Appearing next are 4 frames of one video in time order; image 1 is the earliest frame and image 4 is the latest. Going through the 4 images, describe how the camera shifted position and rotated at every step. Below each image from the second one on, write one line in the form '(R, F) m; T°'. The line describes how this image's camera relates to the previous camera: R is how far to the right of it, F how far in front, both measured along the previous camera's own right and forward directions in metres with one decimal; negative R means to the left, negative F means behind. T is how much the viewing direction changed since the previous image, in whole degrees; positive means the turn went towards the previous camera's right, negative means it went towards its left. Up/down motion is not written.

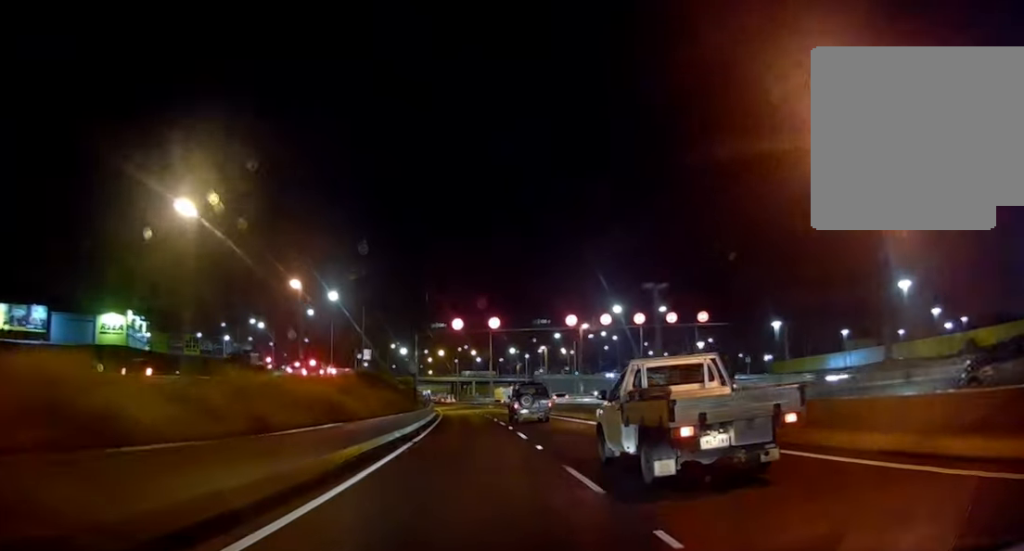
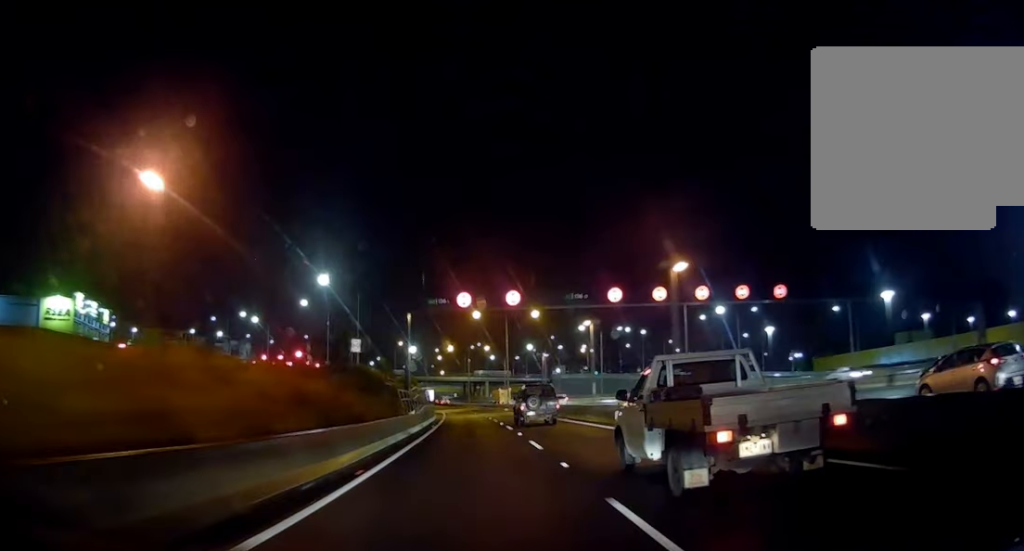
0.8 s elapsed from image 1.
(+0.1, +16.8) m; 0°
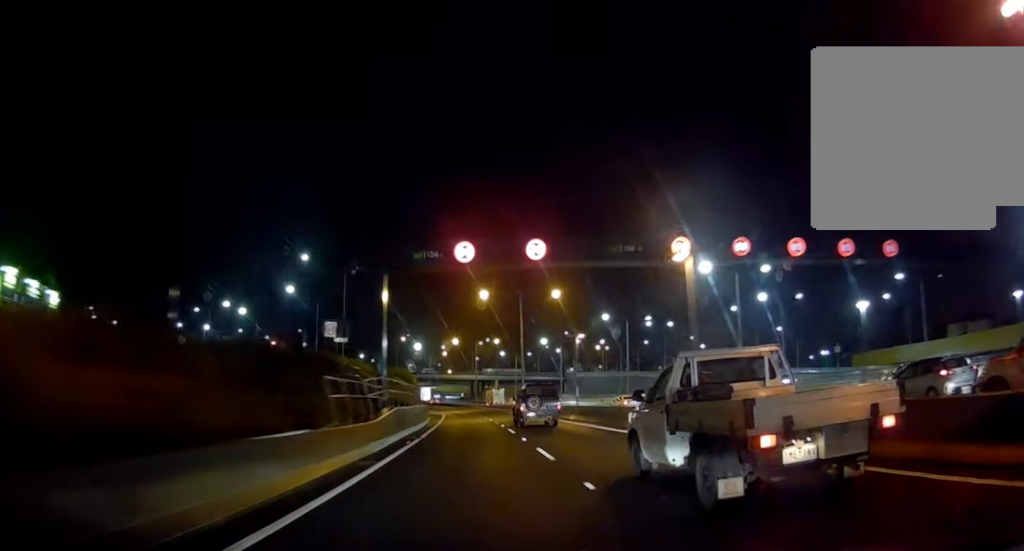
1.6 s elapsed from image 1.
(-0.1, +15.4) m; 0°
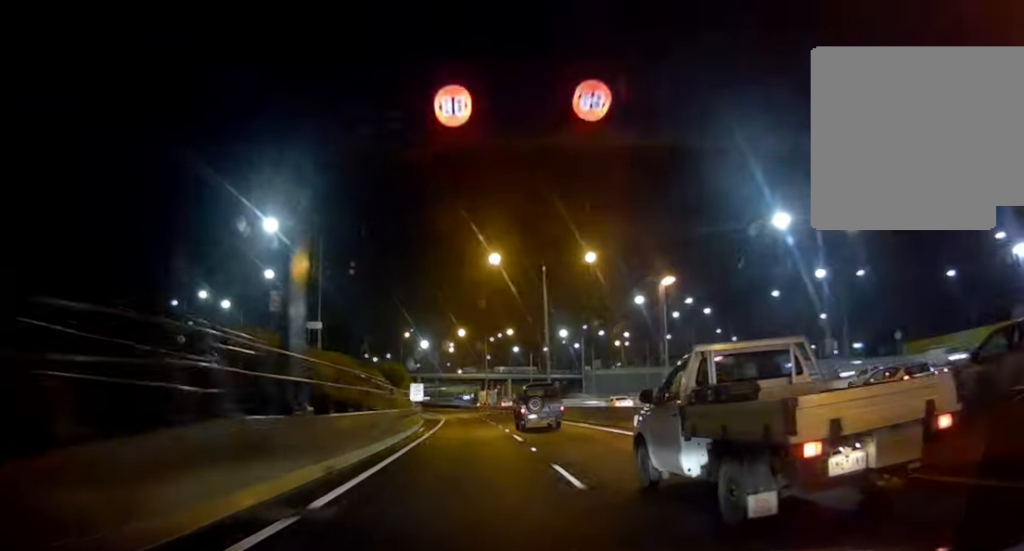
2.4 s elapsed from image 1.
(0.0, +16.5) m; -1°
